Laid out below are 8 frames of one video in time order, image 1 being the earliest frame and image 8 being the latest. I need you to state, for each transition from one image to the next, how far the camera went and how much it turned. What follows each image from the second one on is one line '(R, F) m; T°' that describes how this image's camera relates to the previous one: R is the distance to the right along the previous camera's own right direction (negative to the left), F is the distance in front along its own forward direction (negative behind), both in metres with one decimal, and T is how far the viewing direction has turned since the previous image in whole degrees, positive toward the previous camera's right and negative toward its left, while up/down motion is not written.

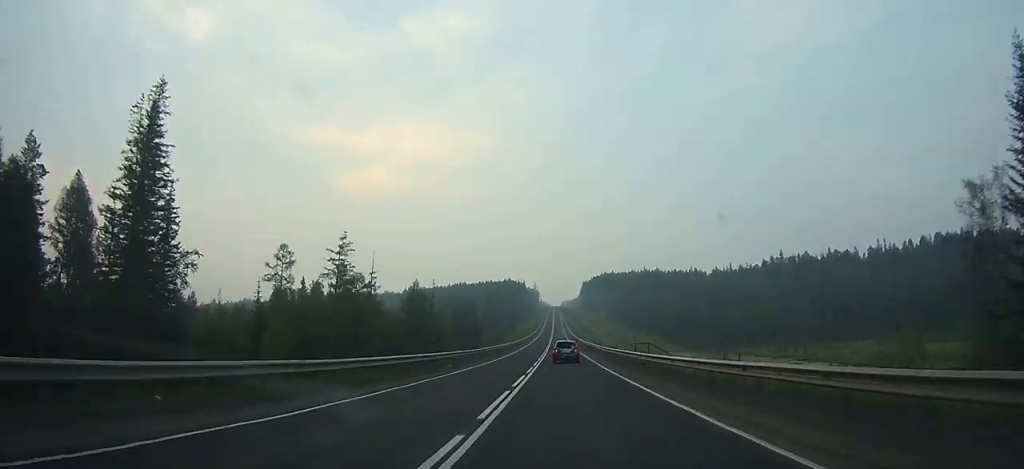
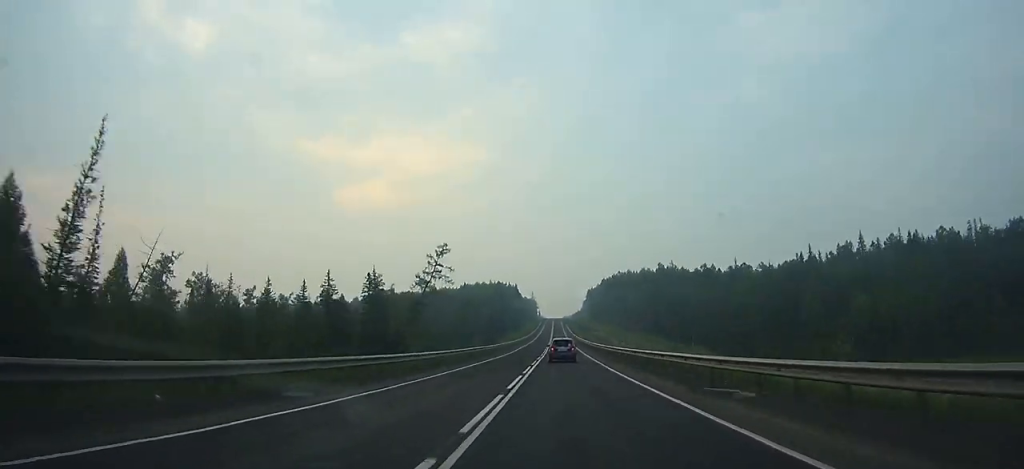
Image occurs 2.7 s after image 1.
(-0.1, +88.7) m; 0°
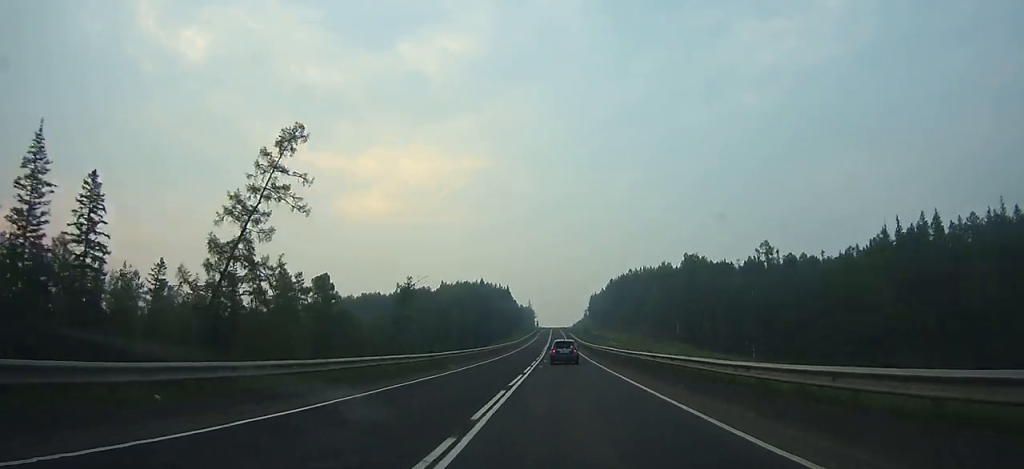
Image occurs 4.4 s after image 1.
(0.0, +55.0) m; 0°
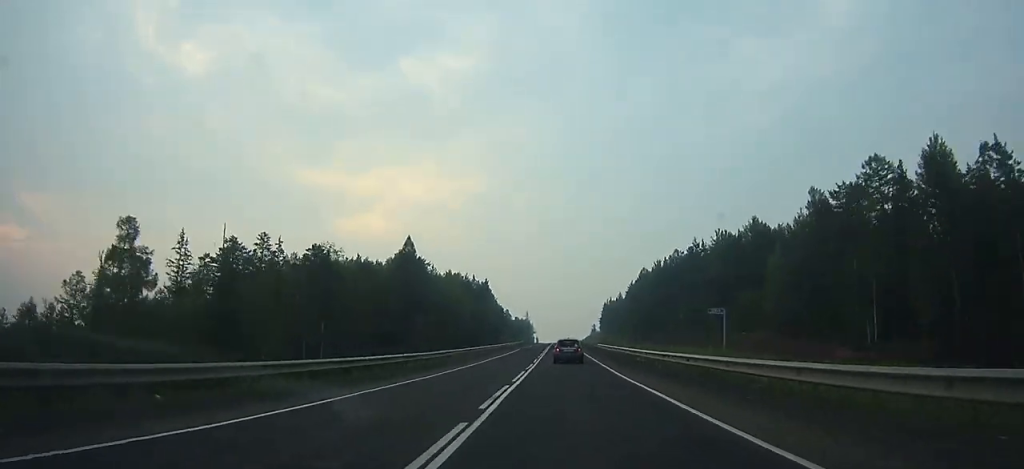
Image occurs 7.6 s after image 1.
(0.0, +100.0) m; 0°
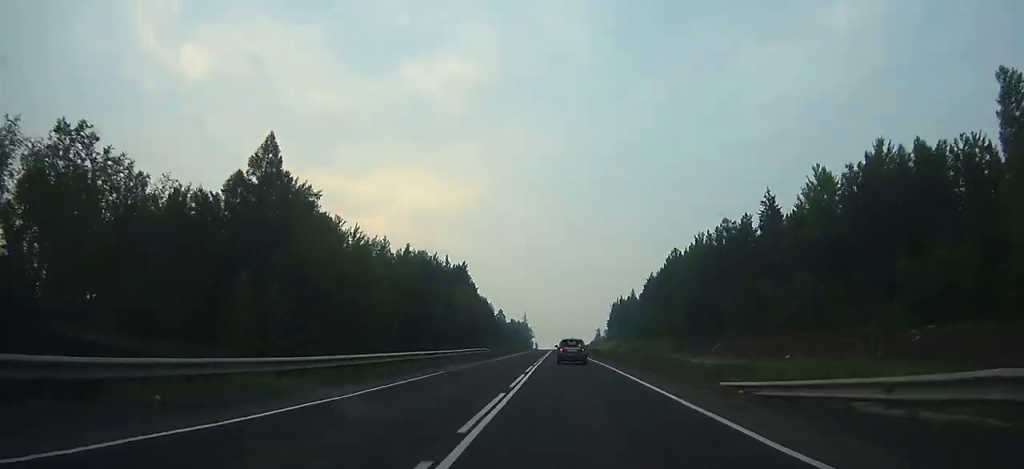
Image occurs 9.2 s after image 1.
(0.0, +48.2) m; 0°
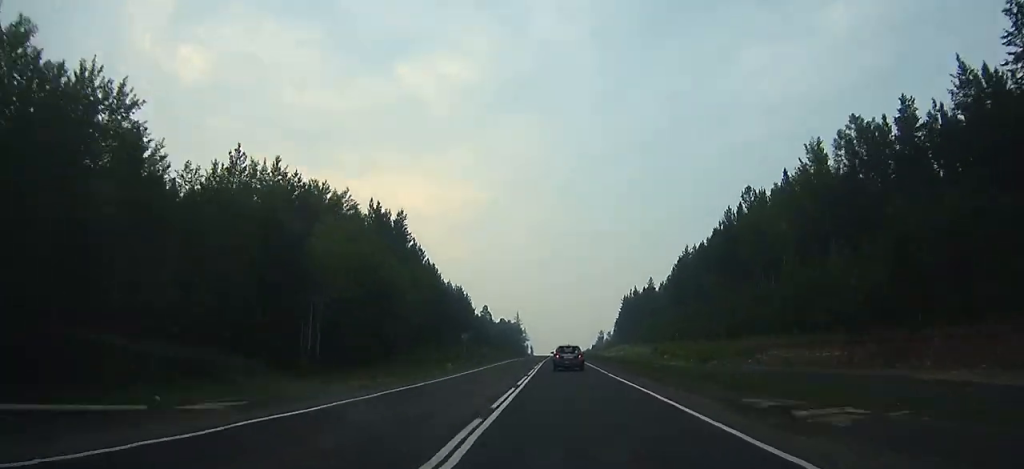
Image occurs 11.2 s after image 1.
(0.0, +58.4) m; 0°
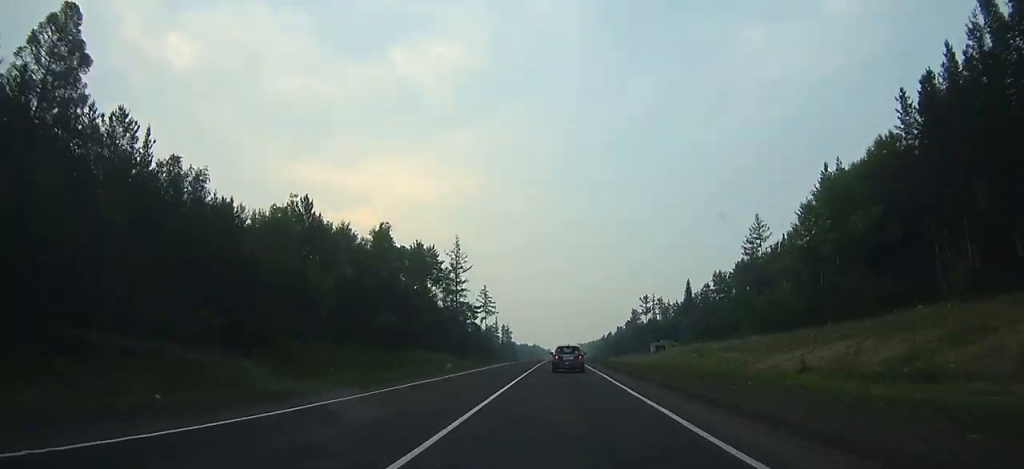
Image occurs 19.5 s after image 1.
(+0.2, +240.1) m; 0°
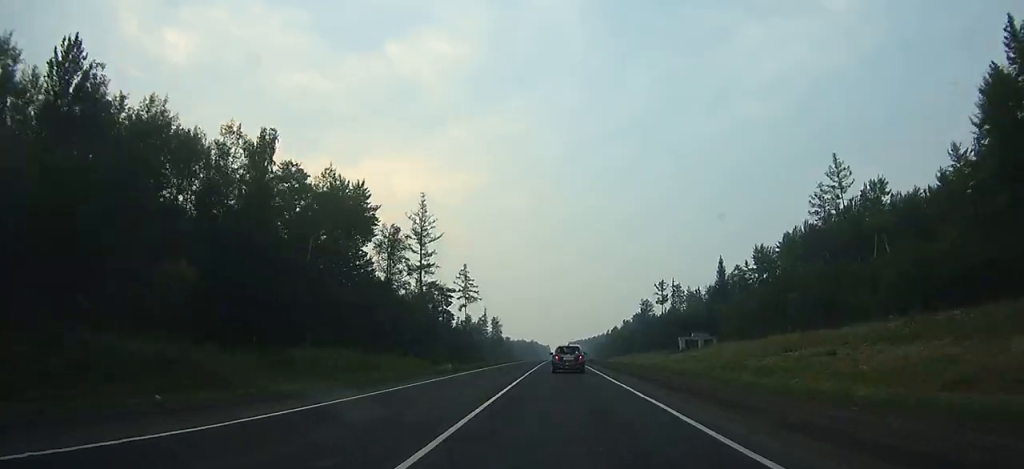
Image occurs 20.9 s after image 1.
(+0.1, +38.7) m; 0°
